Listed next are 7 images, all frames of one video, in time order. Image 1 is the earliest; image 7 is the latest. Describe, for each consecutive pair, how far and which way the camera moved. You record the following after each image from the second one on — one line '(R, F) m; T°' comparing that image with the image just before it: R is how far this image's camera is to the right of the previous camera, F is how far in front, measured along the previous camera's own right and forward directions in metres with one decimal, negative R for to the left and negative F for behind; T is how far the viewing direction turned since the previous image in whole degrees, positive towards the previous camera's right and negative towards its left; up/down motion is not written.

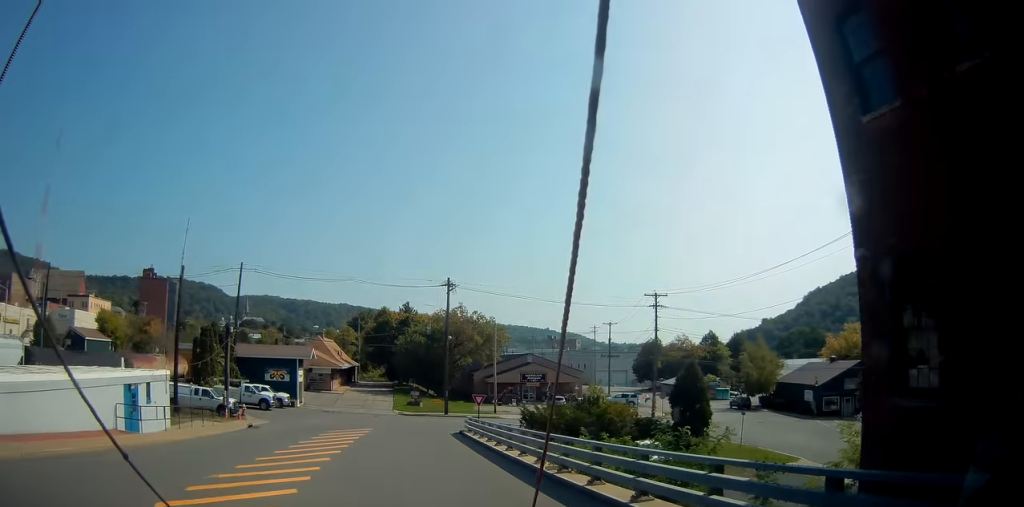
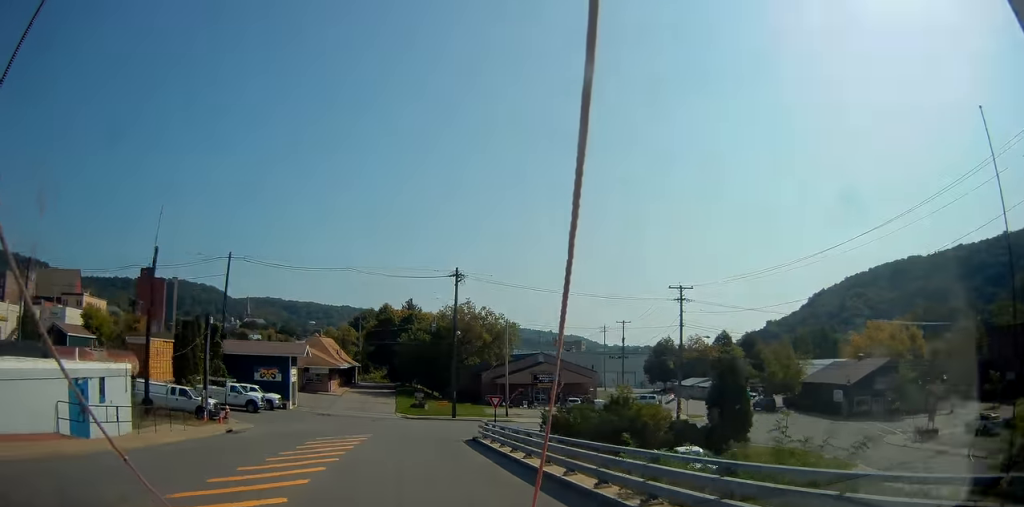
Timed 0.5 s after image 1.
(+0.2, +5.0) m; +1°
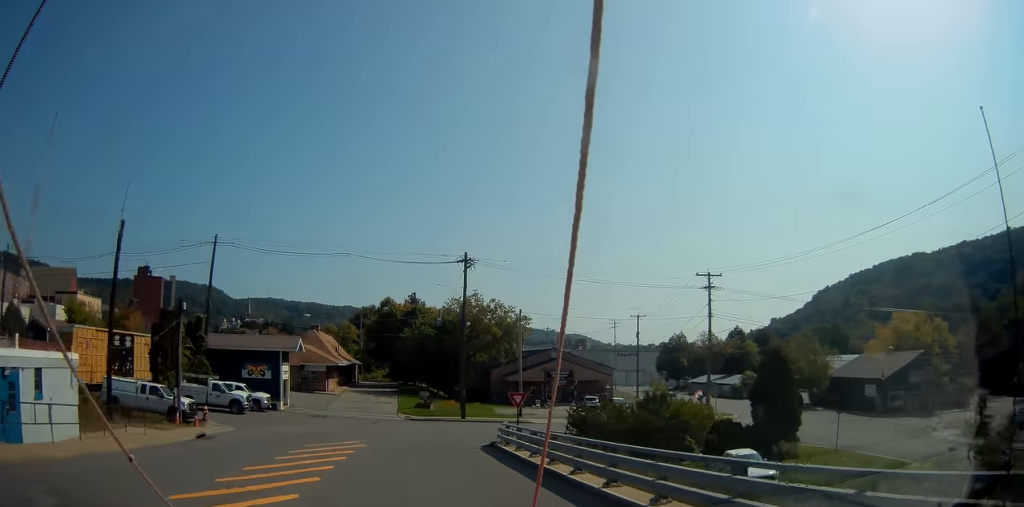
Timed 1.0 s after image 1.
(0.0, +4.8) m; 0°
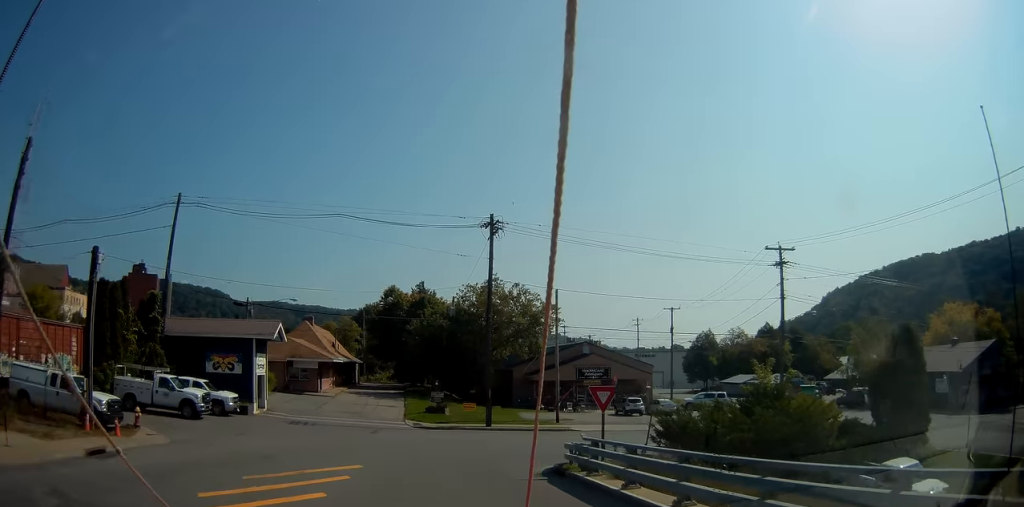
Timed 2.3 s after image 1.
(-0.2, +9.9) m; -3°
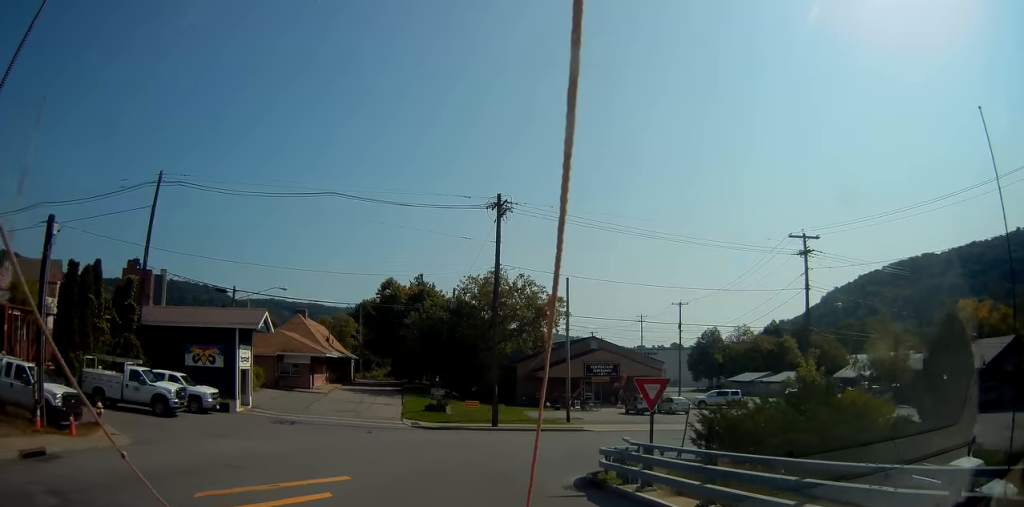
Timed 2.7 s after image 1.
(0.0, +3.2) m; -1°
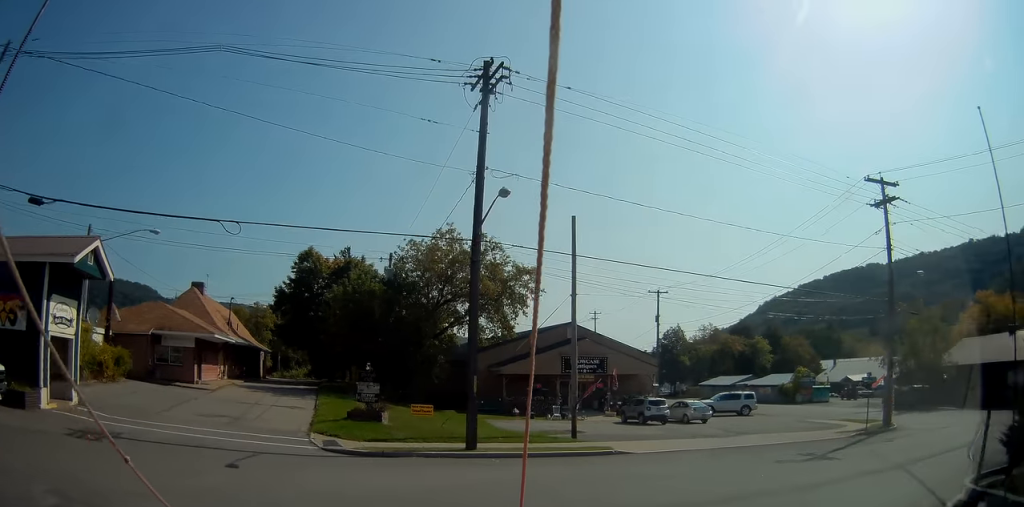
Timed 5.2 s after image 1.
(+1.7, +13.3) m; +23°
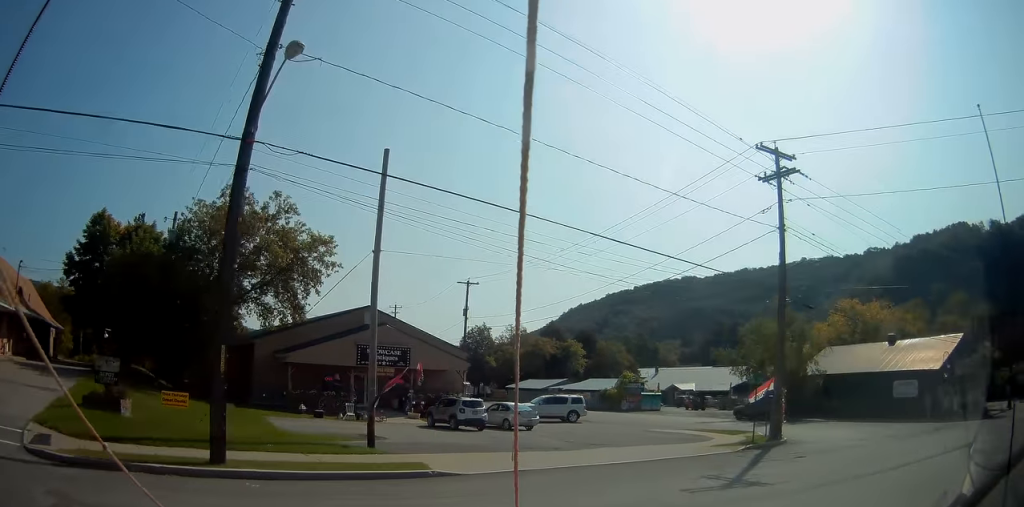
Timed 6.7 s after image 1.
(+1.2, +6.3) m; +32°
